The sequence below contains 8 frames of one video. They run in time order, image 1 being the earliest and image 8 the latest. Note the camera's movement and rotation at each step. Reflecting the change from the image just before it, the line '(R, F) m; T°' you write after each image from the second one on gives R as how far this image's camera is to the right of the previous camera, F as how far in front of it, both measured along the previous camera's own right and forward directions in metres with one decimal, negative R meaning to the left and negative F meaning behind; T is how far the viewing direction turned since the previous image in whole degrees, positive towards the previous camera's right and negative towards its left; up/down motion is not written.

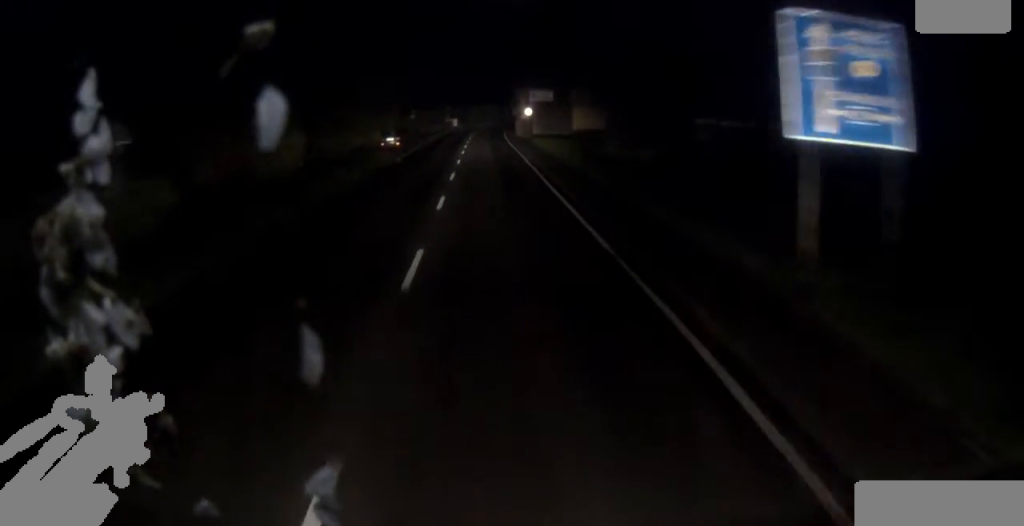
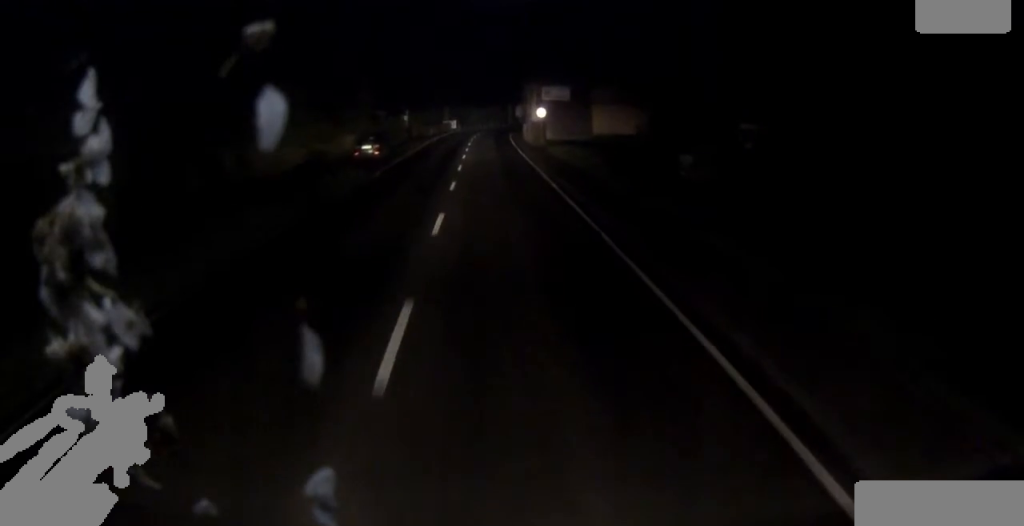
(0.0, +12.7) m; +1°
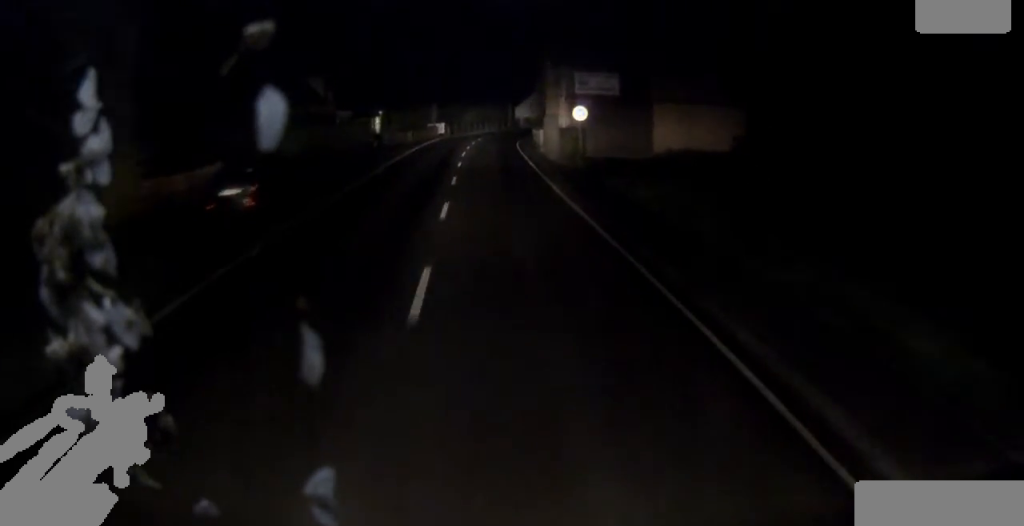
(+0.2, +23.9) m; -1°
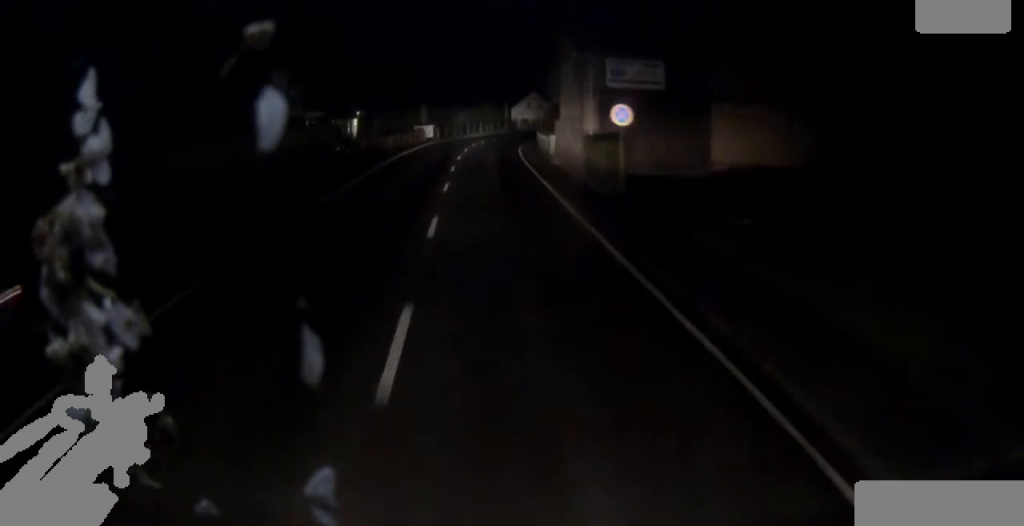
(-0.3, +11.1) m; 0°
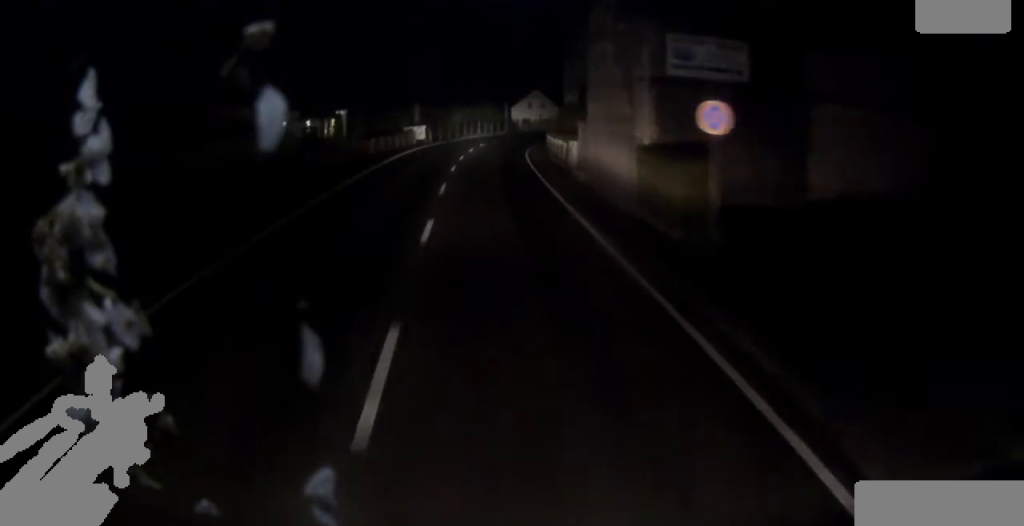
(-0.1, +9.7) m; 0°
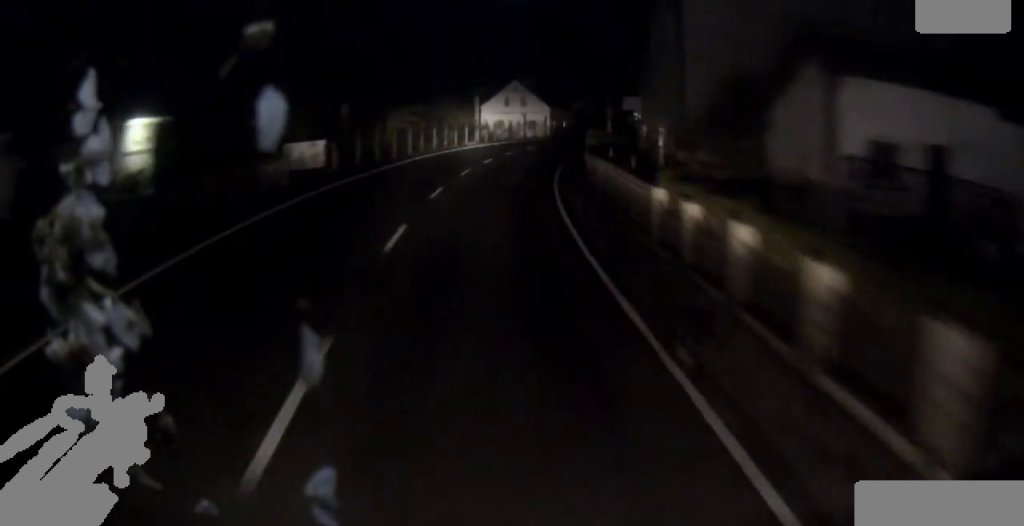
(+2.1, +36.1) m; +8°
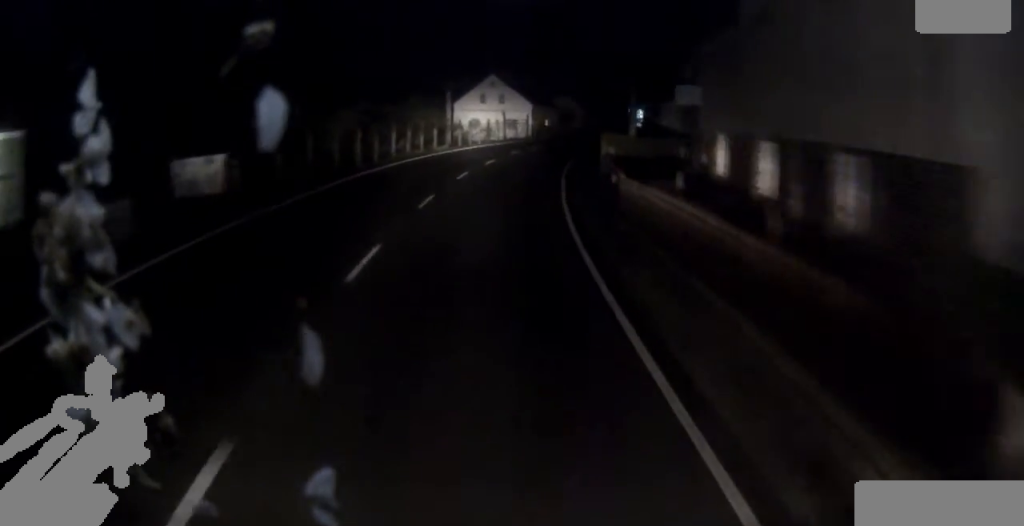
(+0.4, +11.6) m; +3°
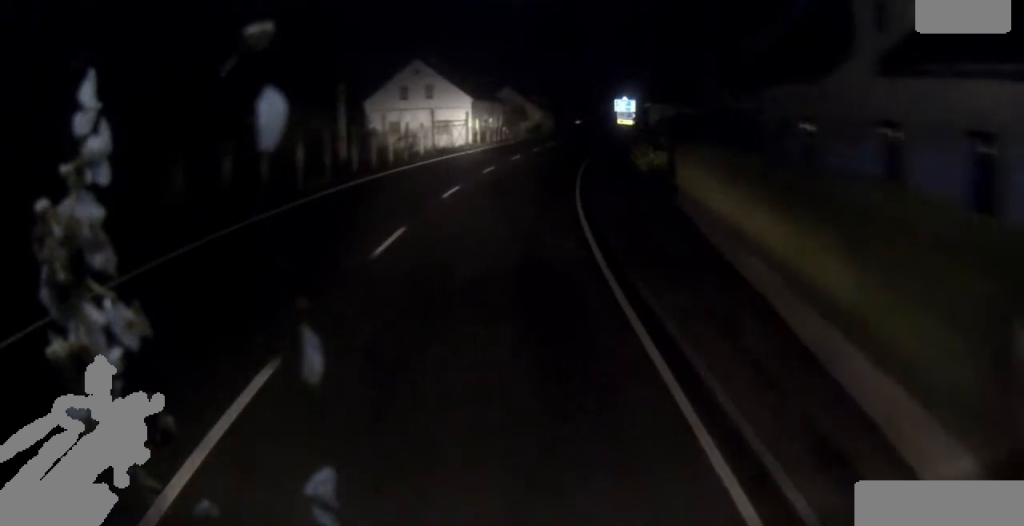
(+1.4, +24.2) m; +4°
